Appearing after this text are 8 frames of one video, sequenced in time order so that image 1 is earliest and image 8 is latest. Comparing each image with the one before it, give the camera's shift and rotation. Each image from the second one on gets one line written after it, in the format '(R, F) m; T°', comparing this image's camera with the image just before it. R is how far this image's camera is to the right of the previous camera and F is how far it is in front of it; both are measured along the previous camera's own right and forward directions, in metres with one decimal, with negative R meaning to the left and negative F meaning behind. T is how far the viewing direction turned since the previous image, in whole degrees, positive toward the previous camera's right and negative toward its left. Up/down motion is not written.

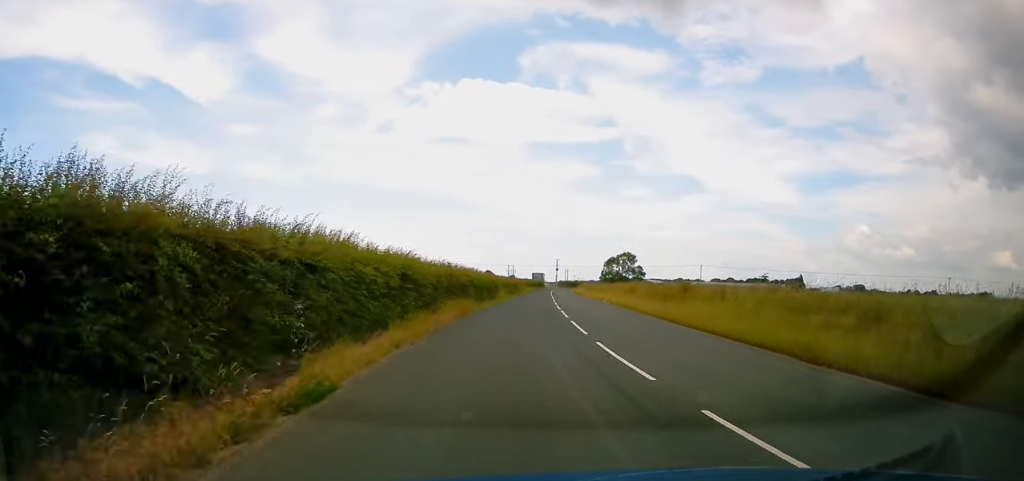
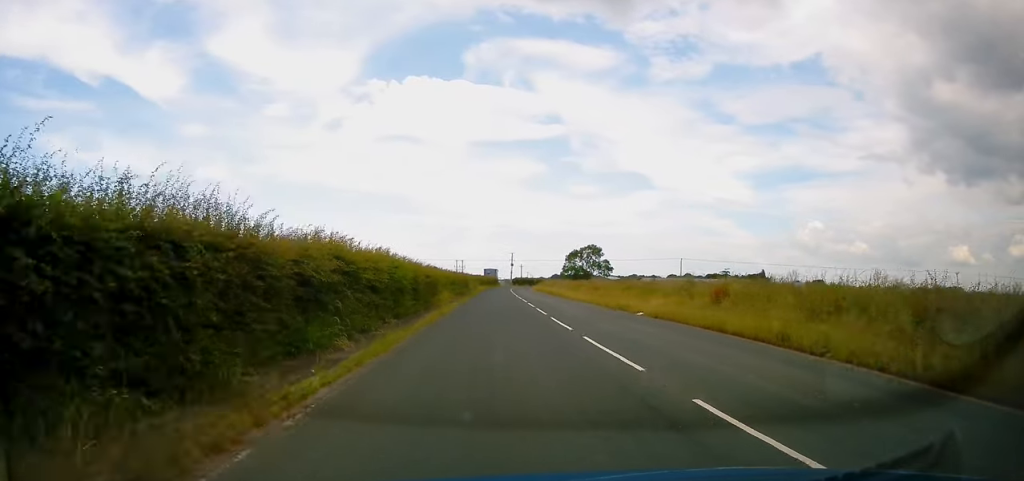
(+1.4, +25.4) m; +4°
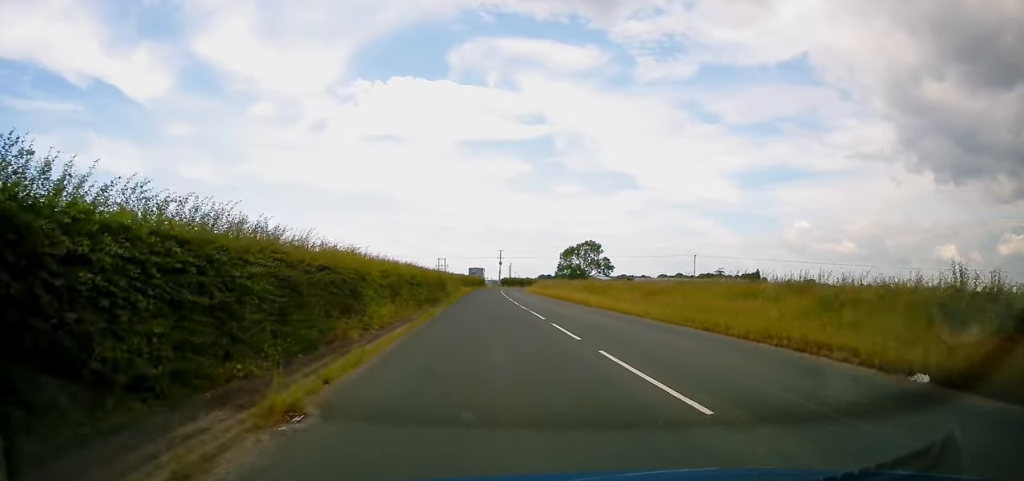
(+0.2, +20.1) m; +2°
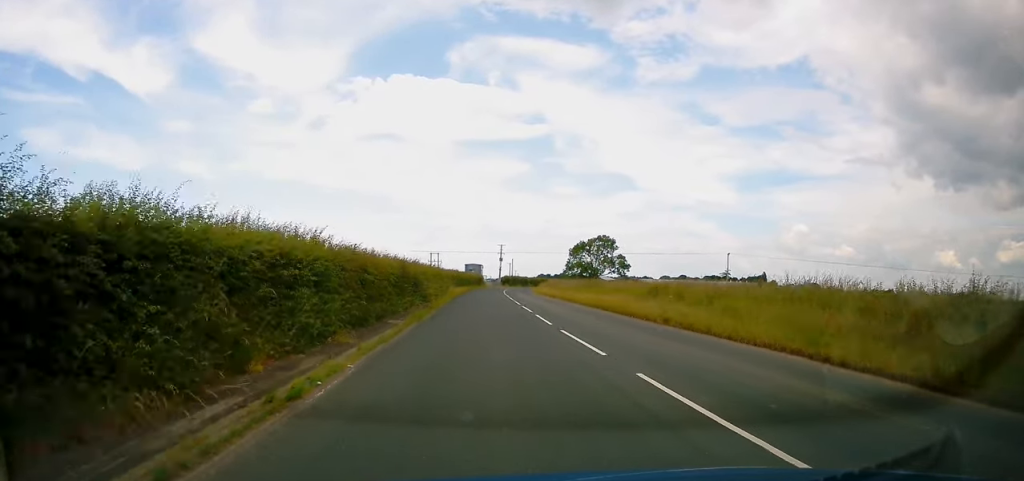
(+0.3, +20.2) m; 0°
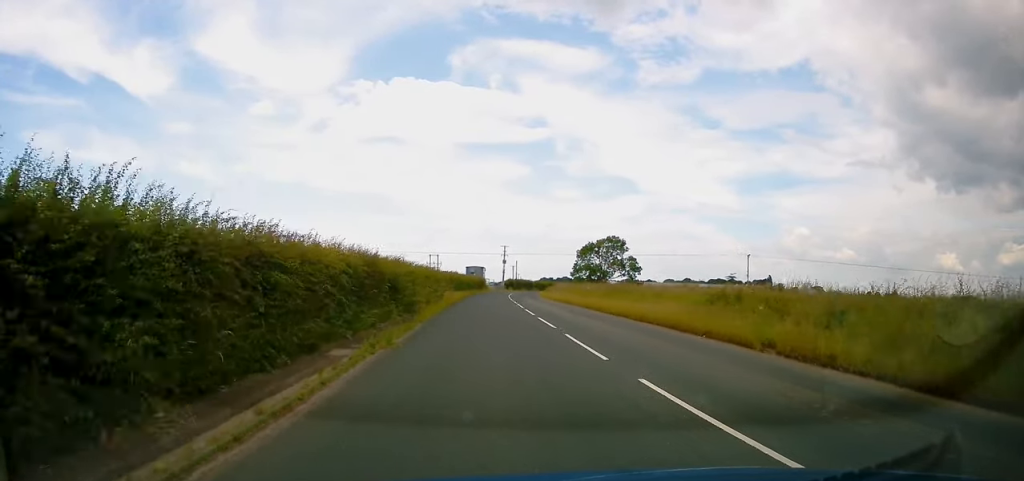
(-0.1, +8.6) m; 0°
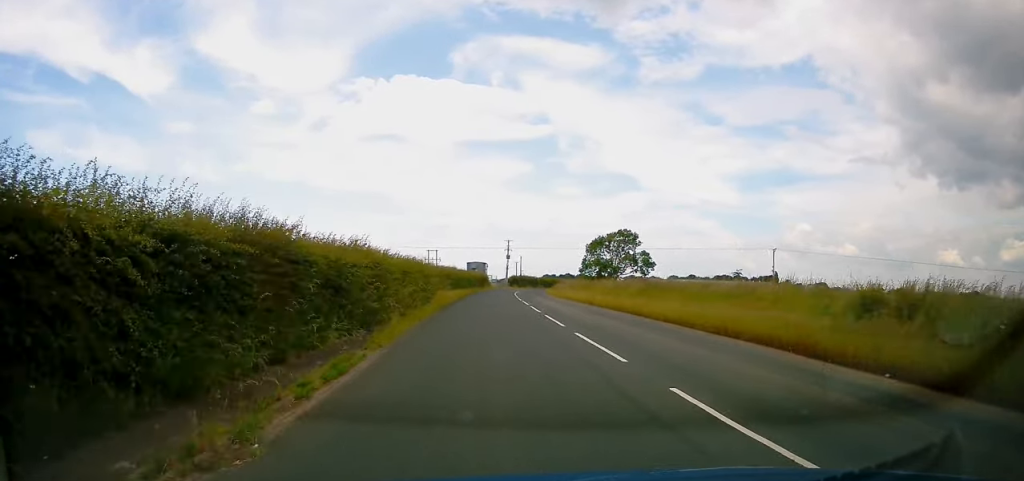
(0.0, +9.3) m; 0°
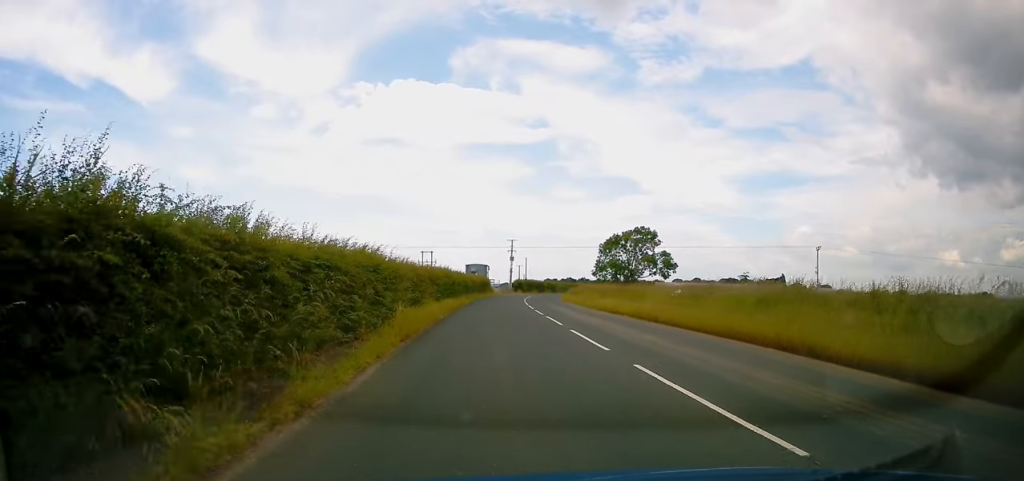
(+0.2, +14.4) m; 0°
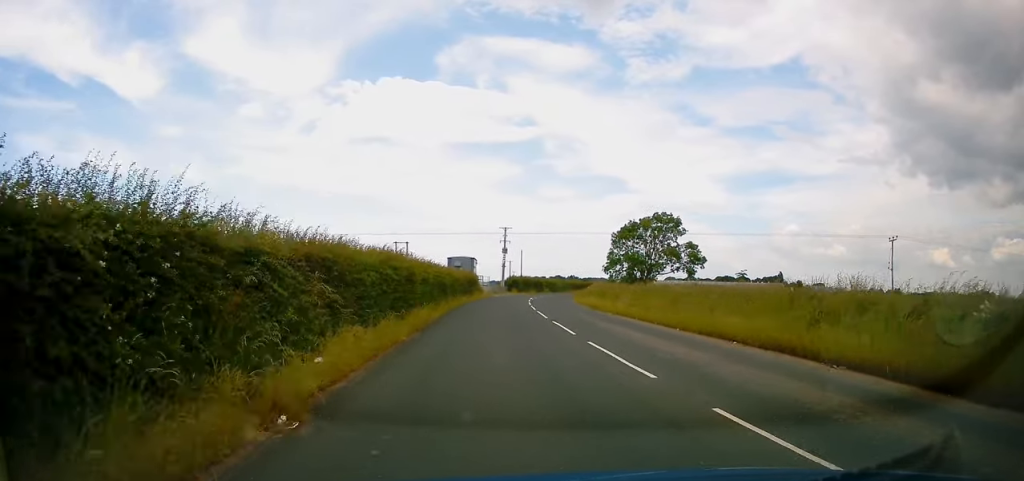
(-0.1, +21.6) m; +1°
